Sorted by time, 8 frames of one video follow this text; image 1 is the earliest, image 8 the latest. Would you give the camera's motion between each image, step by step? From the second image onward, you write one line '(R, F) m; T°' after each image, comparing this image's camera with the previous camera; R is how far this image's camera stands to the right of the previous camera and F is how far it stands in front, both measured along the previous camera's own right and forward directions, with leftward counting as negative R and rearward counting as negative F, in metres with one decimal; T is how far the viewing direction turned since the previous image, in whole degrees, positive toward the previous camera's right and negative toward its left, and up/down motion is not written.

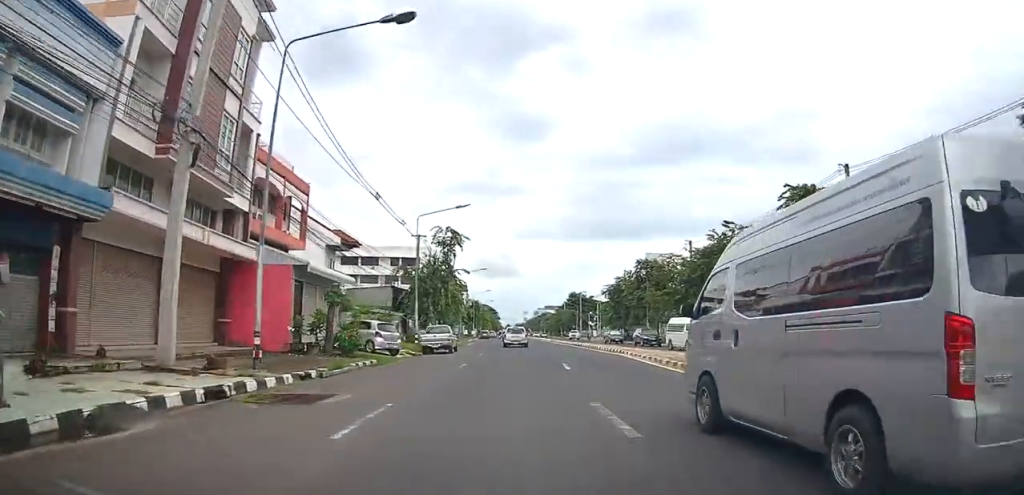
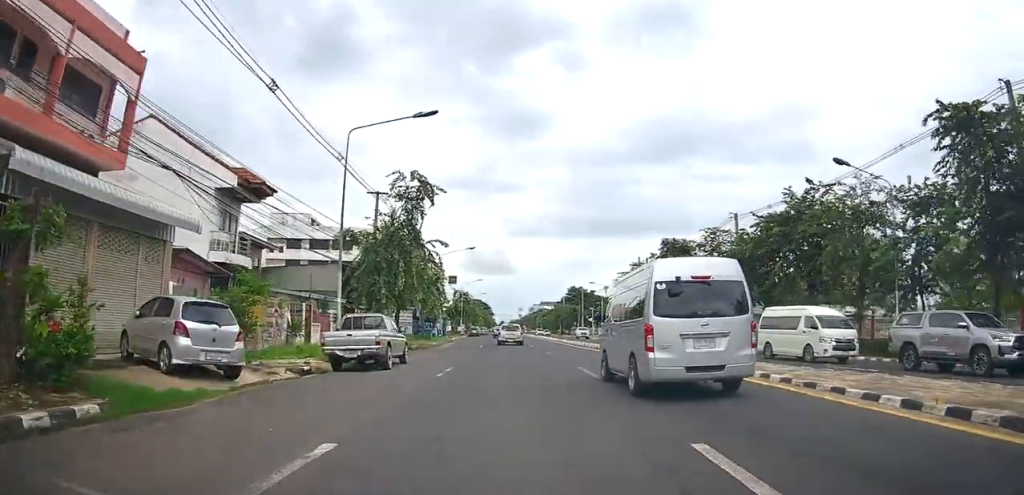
(+0.6, +15.5) m; +2°
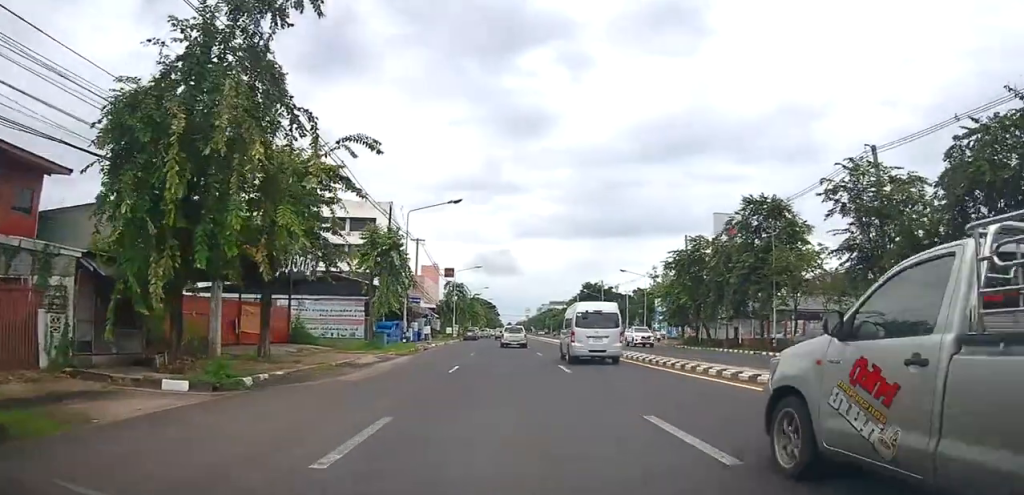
(-0.1, +21.6) m; -1°
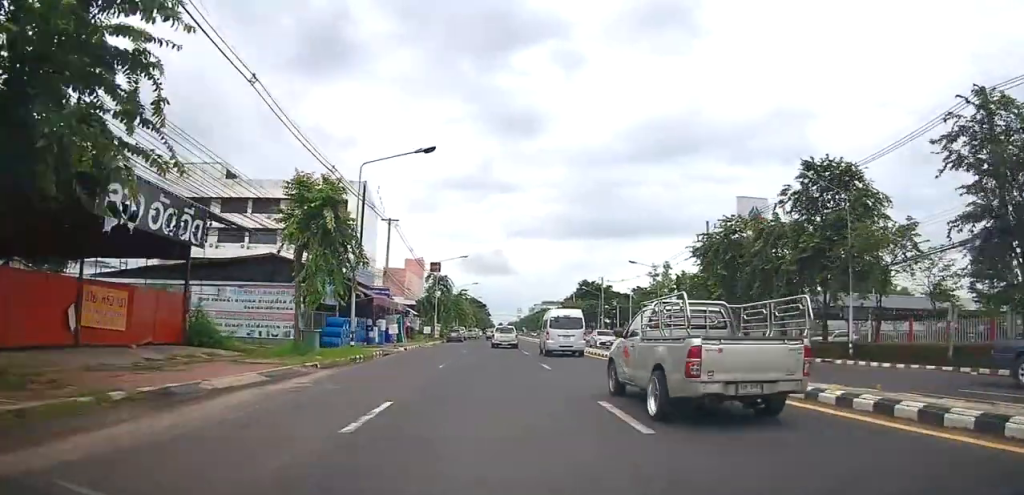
(0.0, +10.5) m; 0°
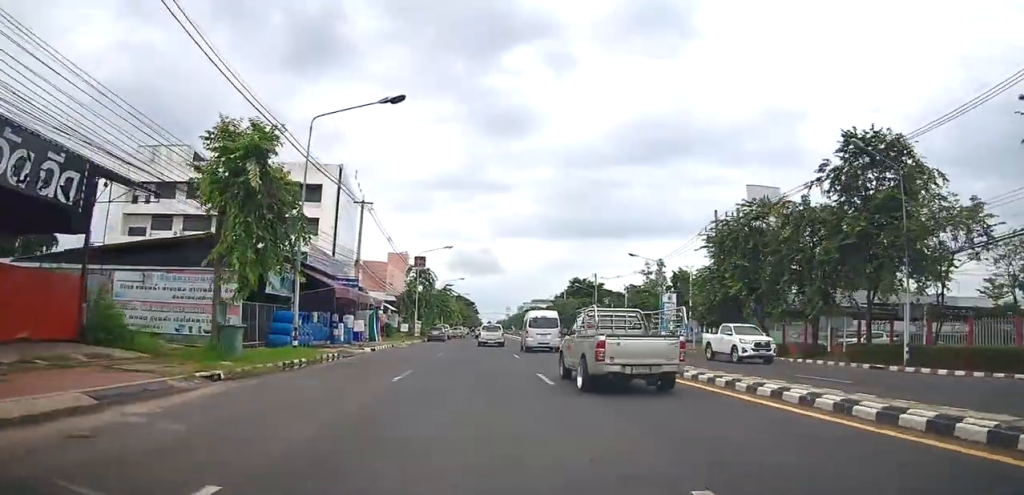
(0.0, +5.6) m; 0°
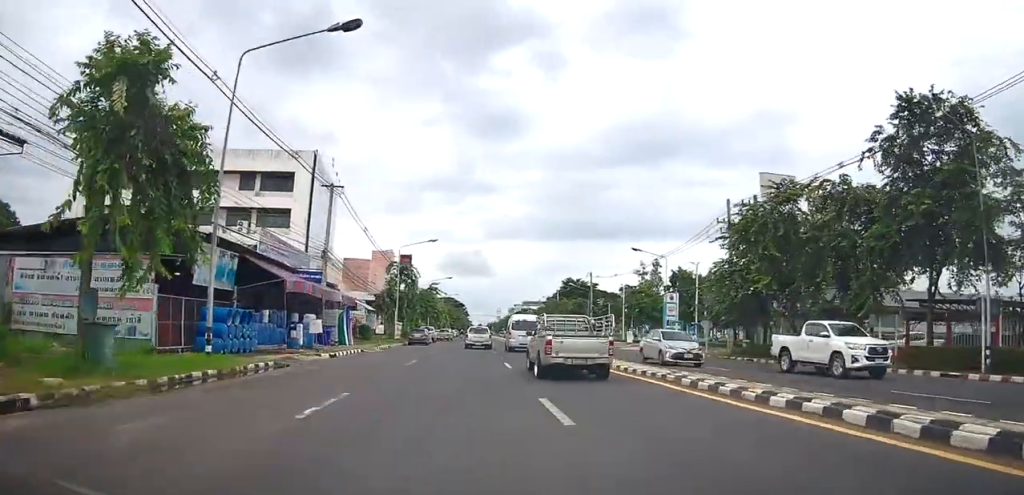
(0.0, +5.5) m; +1°
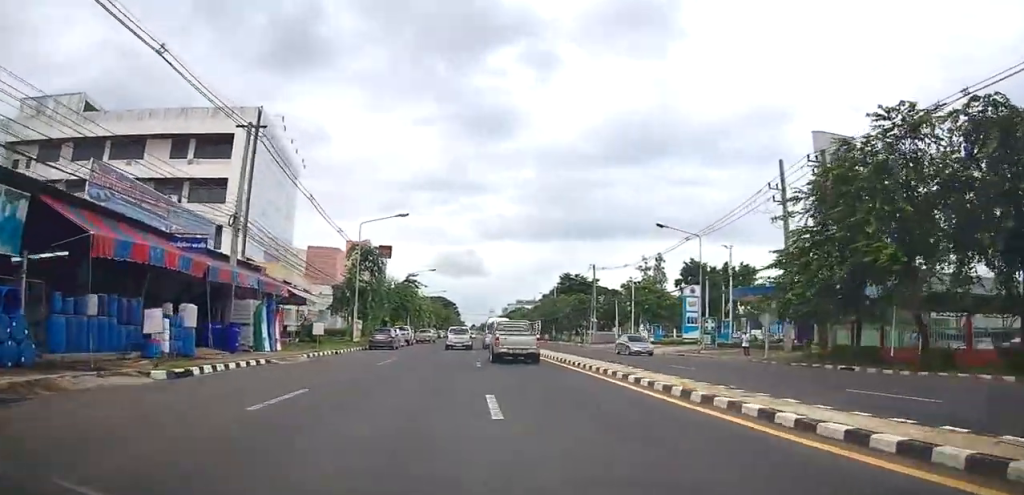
(+0.2, +11.5) m; +1°
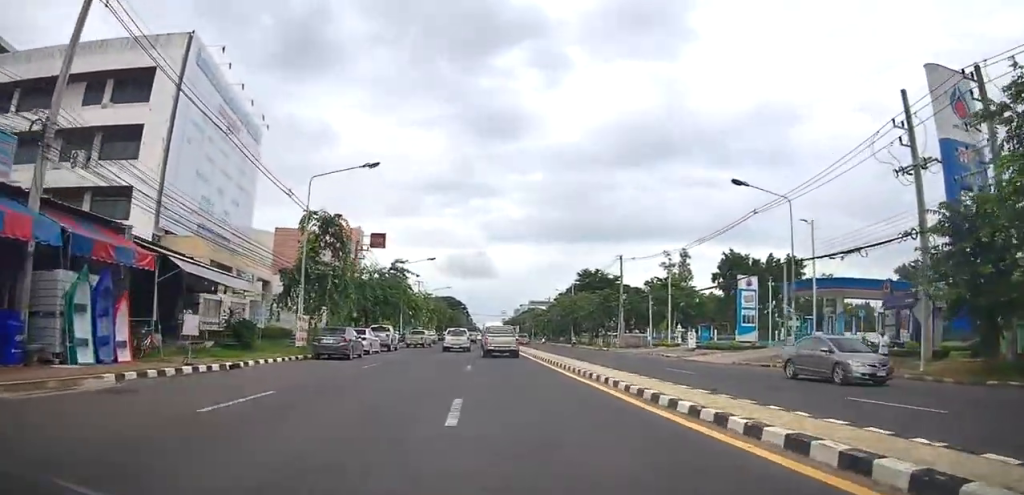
(0.0, +12.6) m; -1°
